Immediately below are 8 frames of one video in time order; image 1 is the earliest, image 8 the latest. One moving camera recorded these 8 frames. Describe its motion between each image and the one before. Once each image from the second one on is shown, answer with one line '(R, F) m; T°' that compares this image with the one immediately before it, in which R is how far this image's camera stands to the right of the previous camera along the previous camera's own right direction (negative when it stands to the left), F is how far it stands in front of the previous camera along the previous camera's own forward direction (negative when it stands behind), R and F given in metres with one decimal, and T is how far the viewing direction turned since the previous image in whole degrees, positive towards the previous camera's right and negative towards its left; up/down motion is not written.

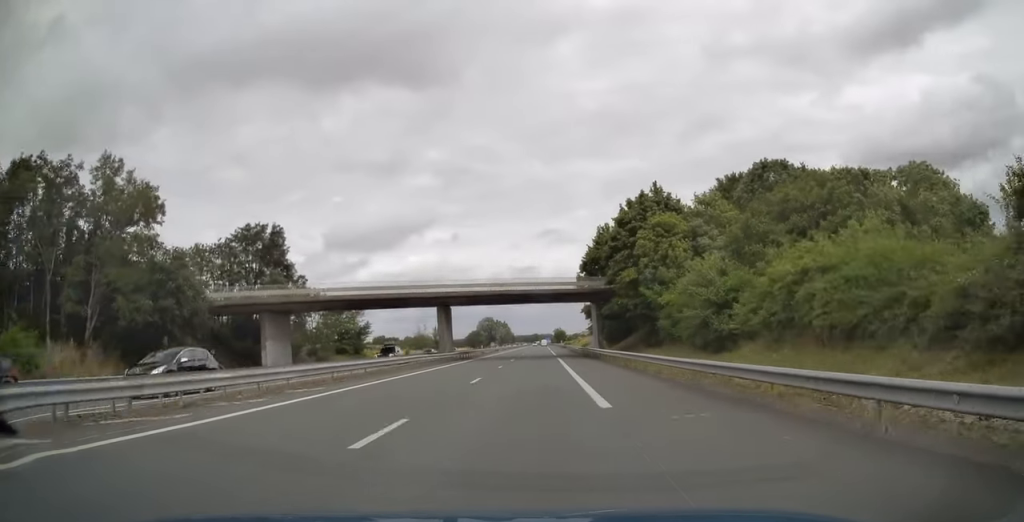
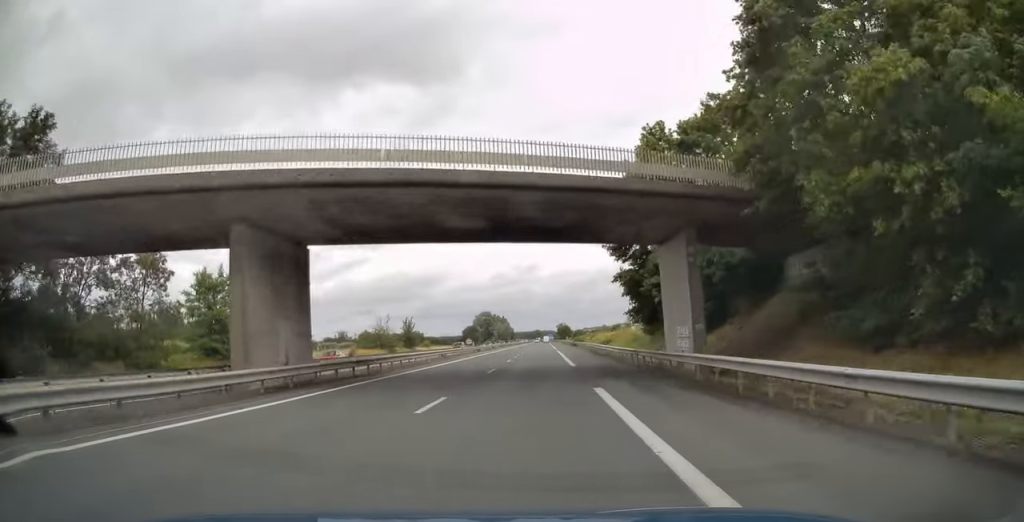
(+0.3, +35.3) m; 0°
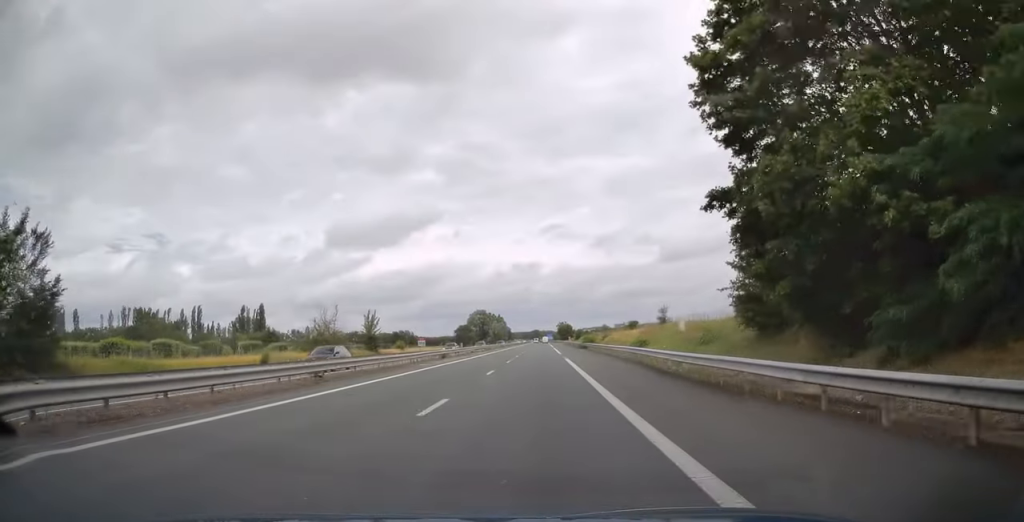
(-0.1, +26.2) m; -1°
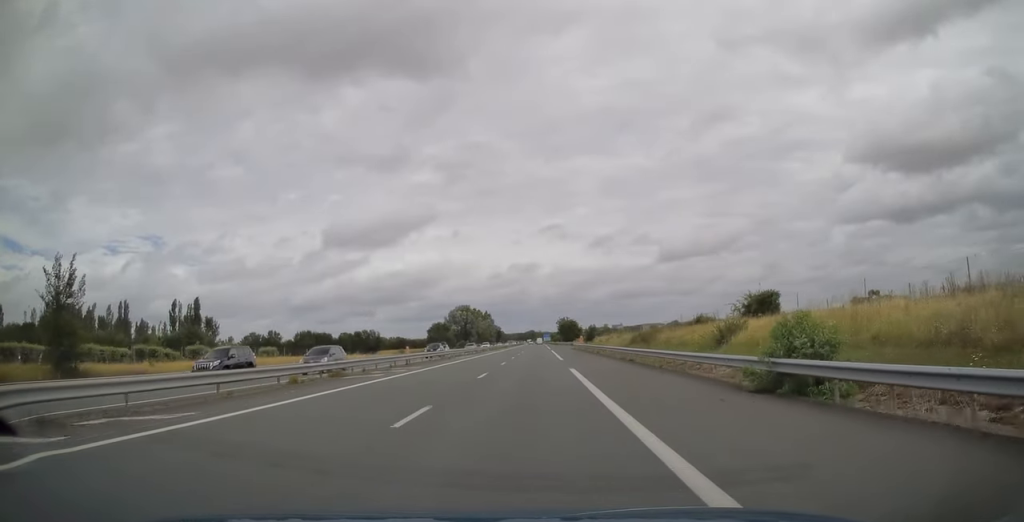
(-0.4, +66.1) m; 0°
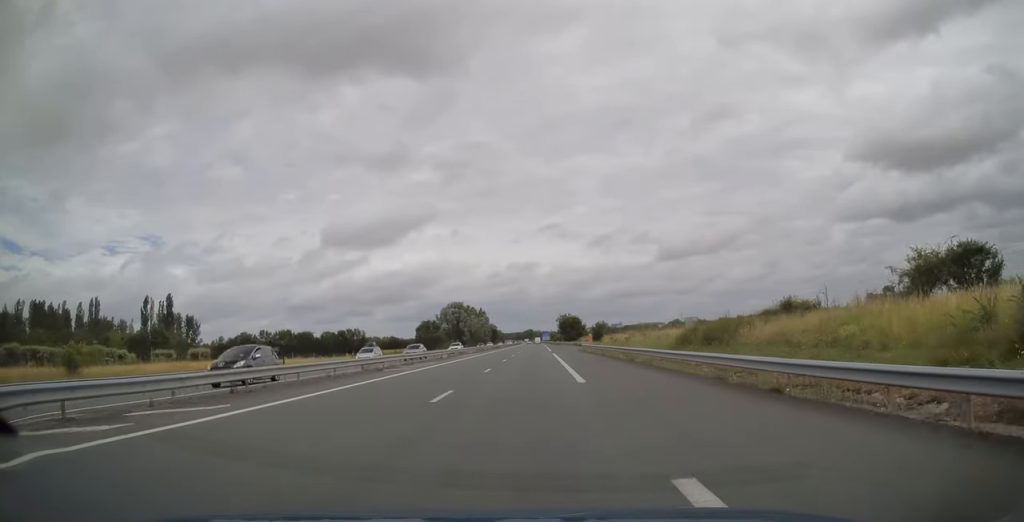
(+0.1, +22.1) m; 0°
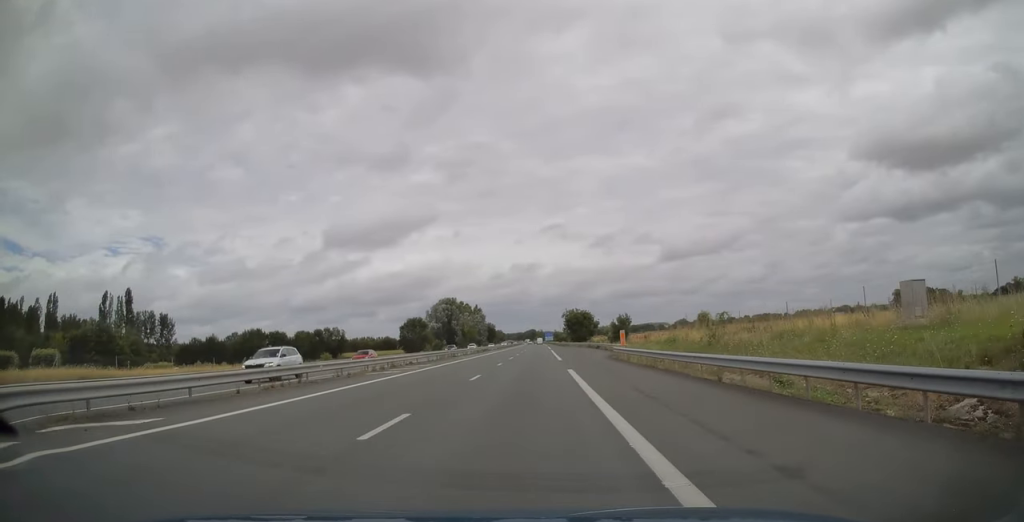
(-0.1, +31.4) m; 0°
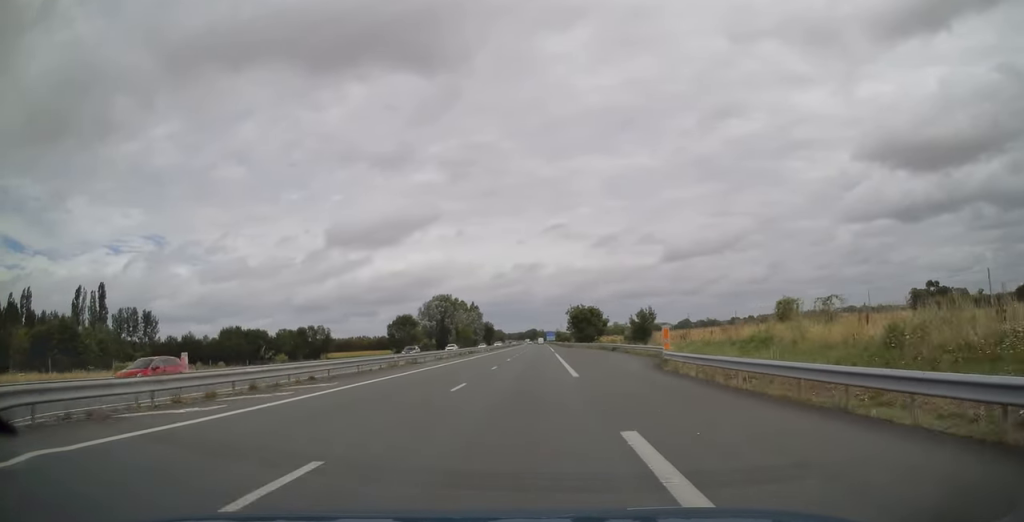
(-0.1, +17.9) m; 0°
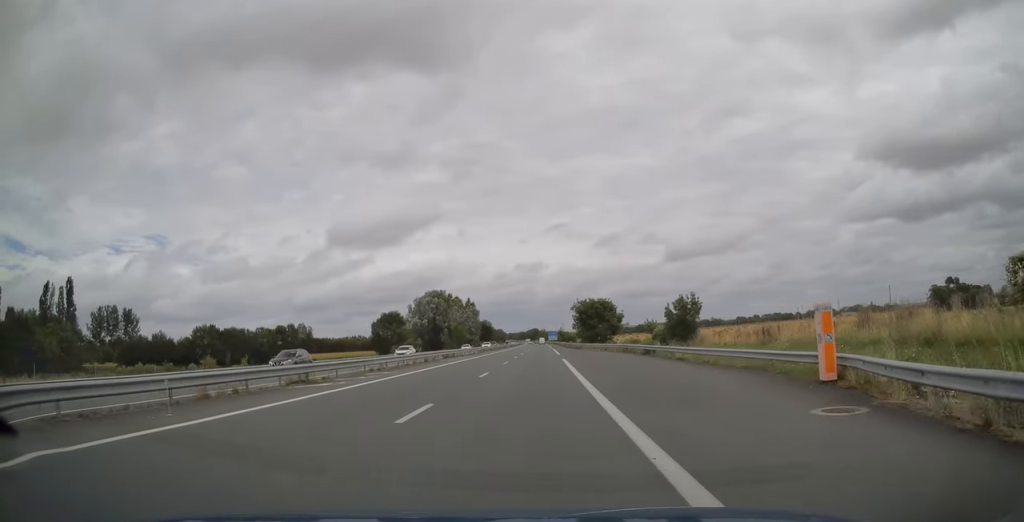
(0.0, +19.4) m; 0°
